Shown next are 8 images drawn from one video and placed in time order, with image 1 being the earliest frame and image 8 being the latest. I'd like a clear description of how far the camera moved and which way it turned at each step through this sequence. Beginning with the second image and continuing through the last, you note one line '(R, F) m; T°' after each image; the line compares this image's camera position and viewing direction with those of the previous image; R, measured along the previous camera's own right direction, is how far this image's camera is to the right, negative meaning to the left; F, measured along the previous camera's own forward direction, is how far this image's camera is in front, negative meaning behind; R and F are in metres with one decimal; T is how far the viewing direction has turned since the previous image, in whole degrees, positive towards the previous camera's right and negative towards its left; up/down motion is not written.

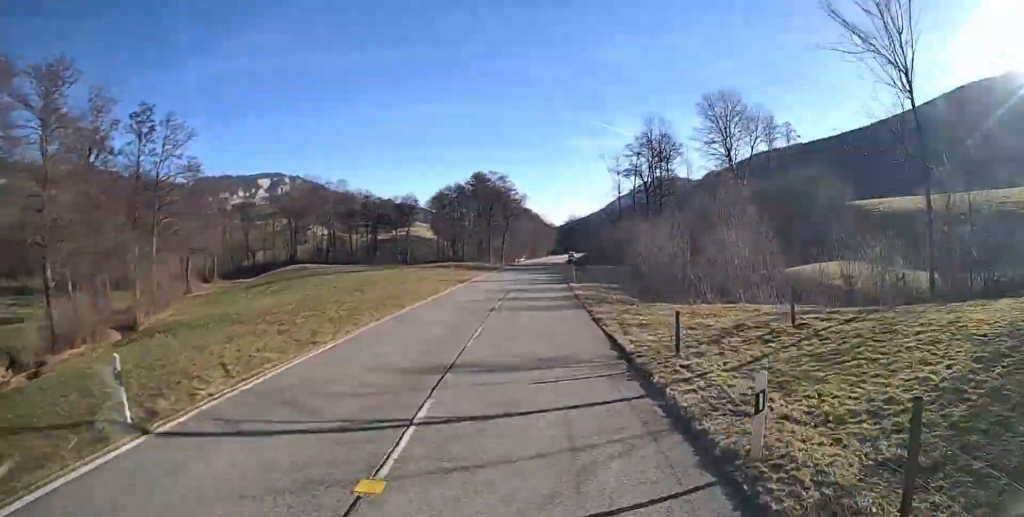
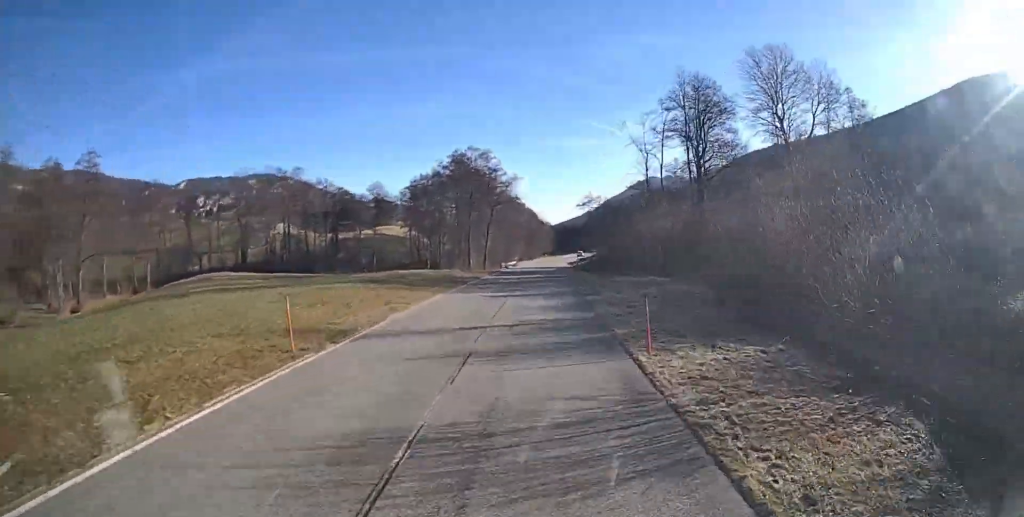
(0.0, +25.6) m; 0°
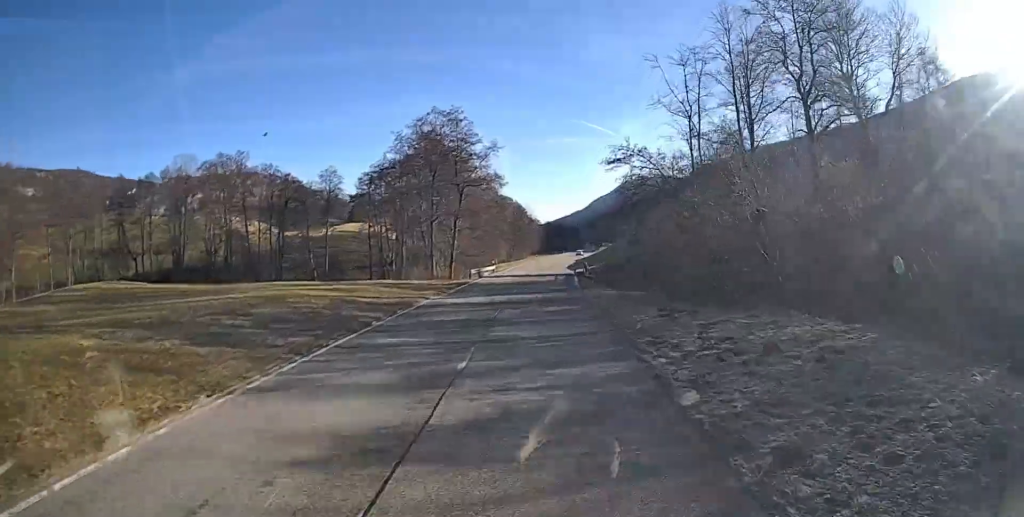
(0.0, +21.9) m; +1°
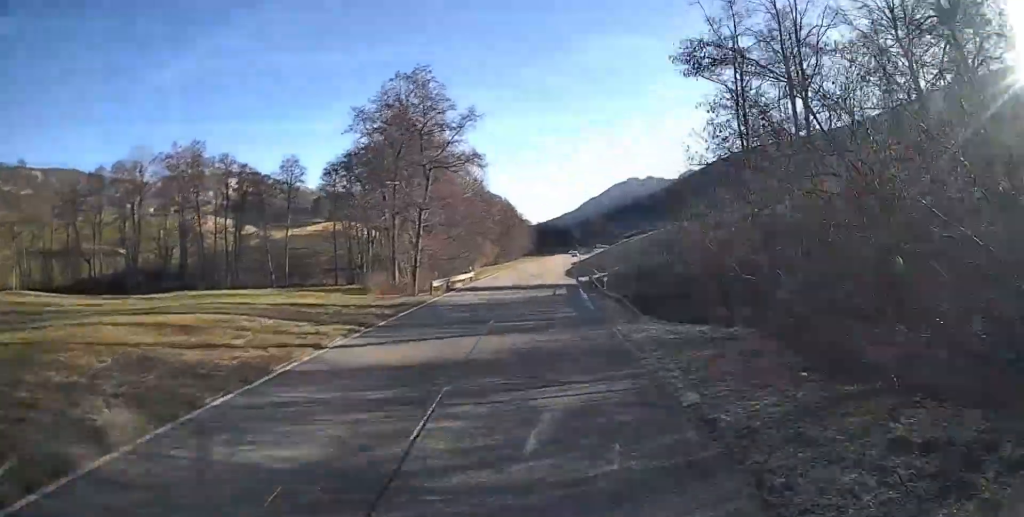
(+0.1, +12.8) m; +1°
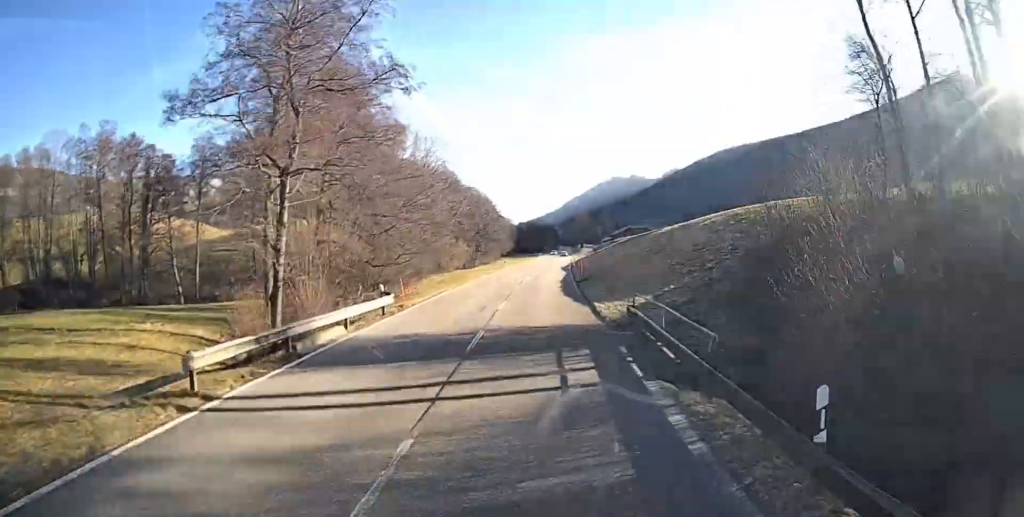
(+0.4, +20.3) m; +2°
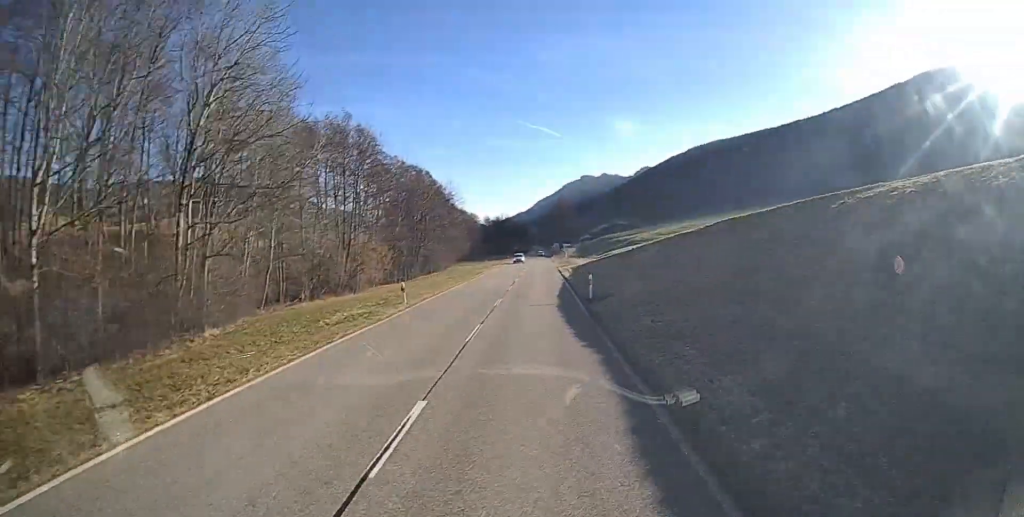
(+1.5, +42.7) m; +4°
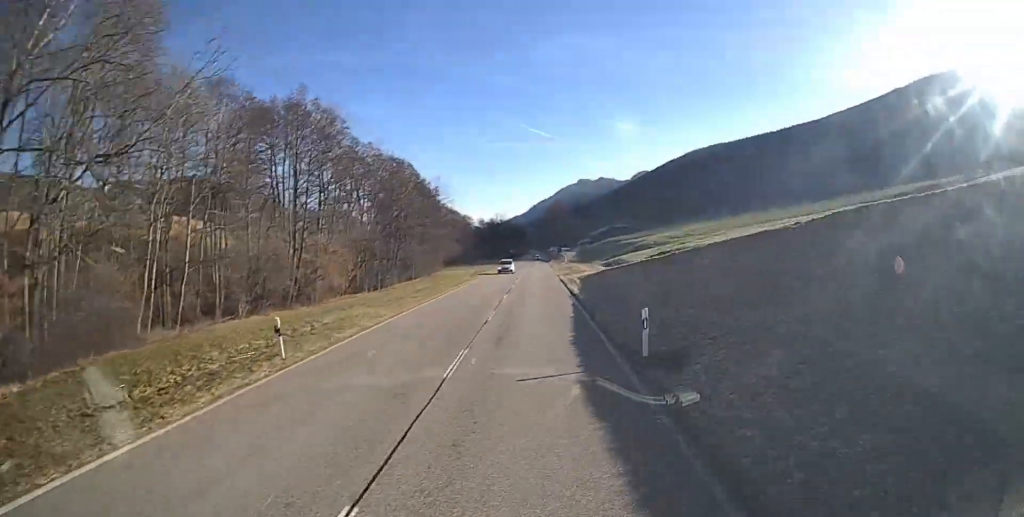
(0.0, +12.8) m; 0°
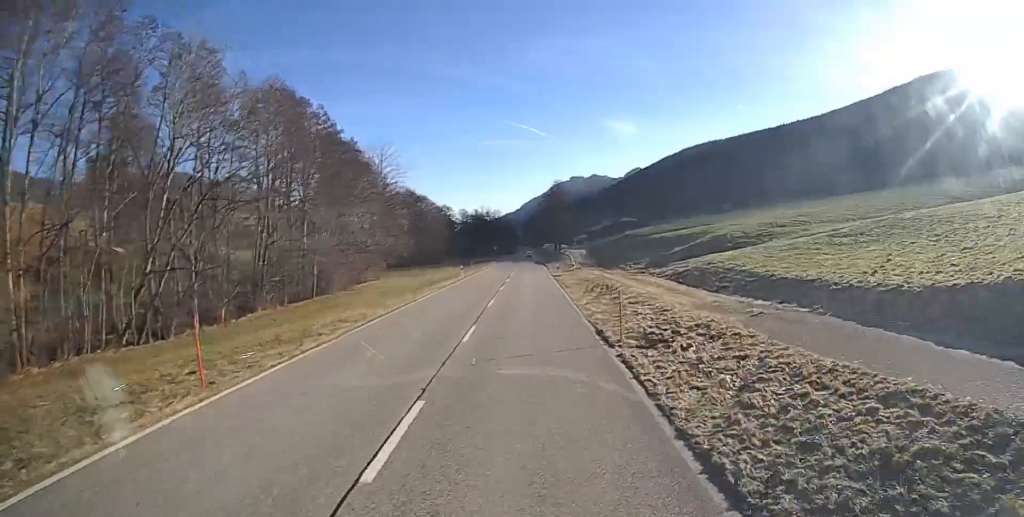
(+0.1, +40.3) m; +1°
